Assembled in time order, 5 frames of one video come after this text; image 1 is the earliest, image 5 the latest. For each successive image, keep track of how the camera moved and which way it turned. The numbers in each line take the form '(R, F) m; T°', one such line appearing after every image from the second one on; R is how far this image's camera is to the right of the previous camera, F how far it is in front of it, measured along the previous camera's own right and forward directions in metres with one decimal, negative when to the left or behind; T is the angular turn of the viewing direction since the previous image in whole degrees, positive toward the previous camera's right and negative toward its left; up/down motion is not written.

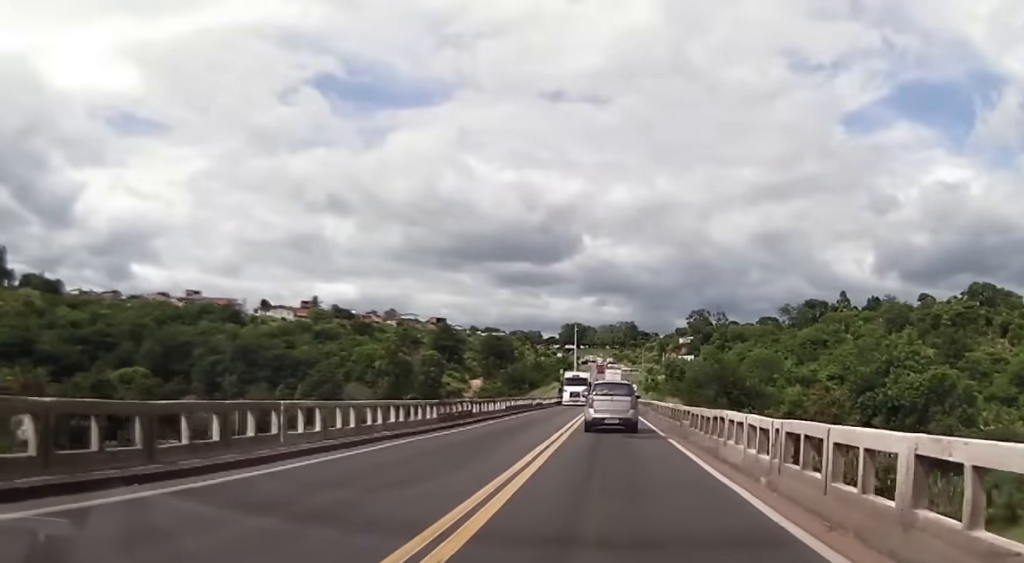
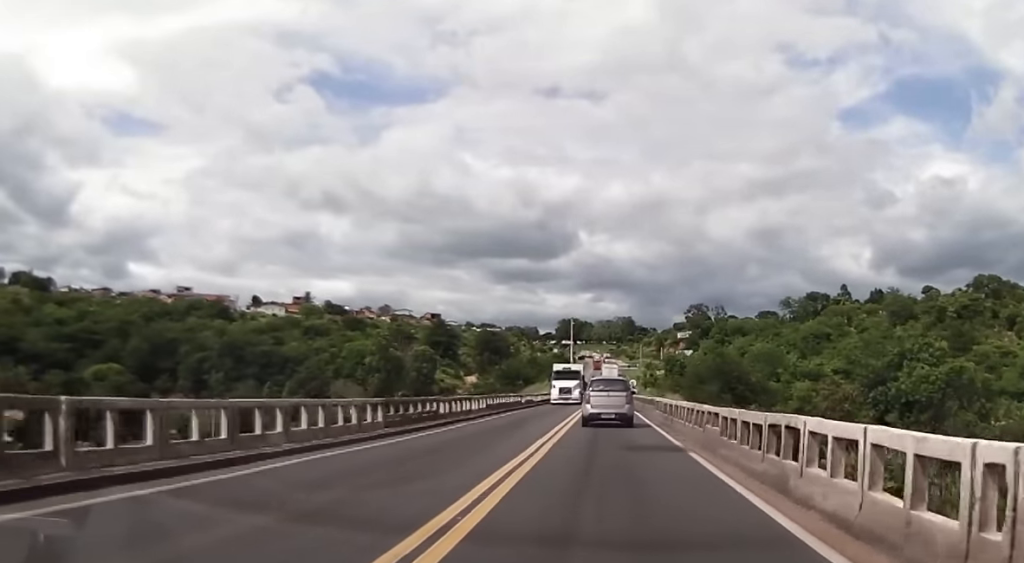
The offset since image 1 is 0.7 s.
(-0.1, +5.9) m; 0°
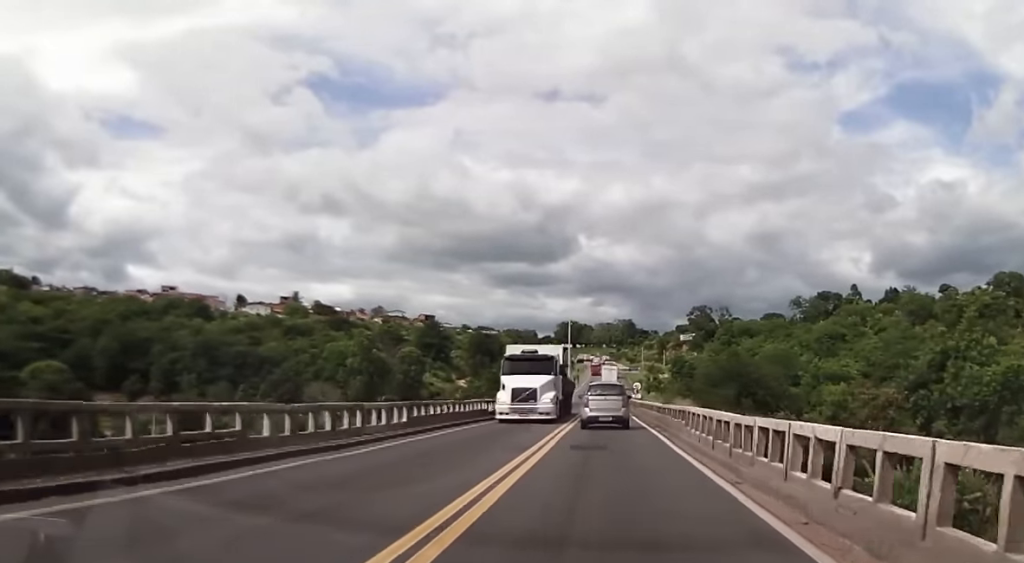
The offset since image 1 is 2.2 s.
(+0.2, +13.6) m; 0°
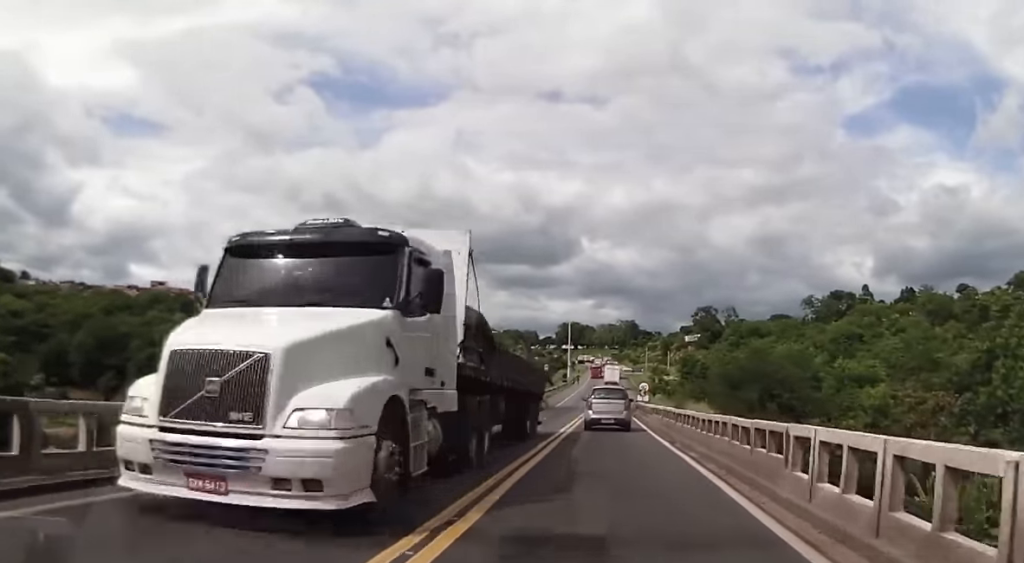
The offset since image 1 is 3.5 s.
(-0.5, +10.8) m; -1°
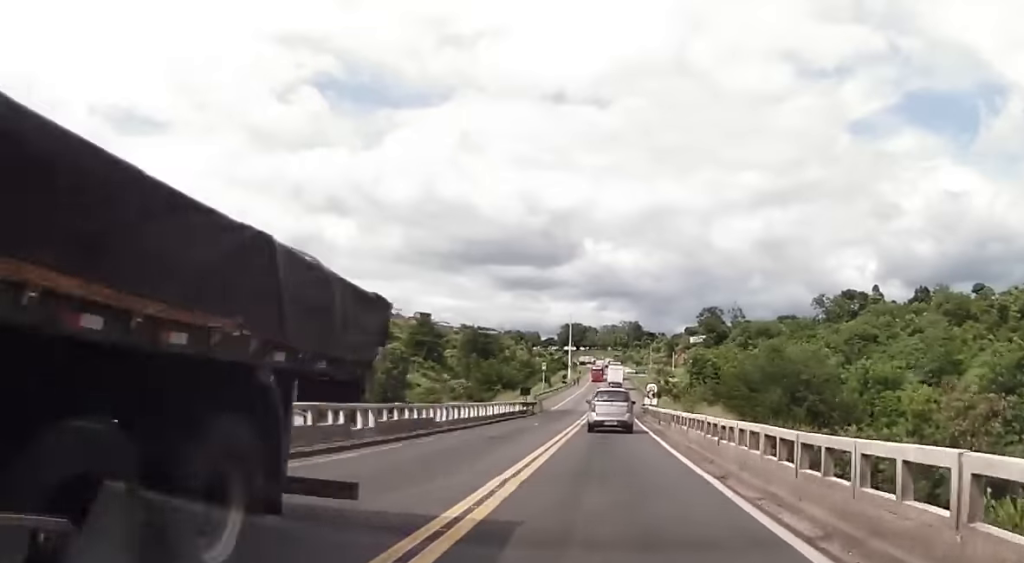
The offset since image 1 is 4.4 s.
(+0.2, +8.1) m; +2°
